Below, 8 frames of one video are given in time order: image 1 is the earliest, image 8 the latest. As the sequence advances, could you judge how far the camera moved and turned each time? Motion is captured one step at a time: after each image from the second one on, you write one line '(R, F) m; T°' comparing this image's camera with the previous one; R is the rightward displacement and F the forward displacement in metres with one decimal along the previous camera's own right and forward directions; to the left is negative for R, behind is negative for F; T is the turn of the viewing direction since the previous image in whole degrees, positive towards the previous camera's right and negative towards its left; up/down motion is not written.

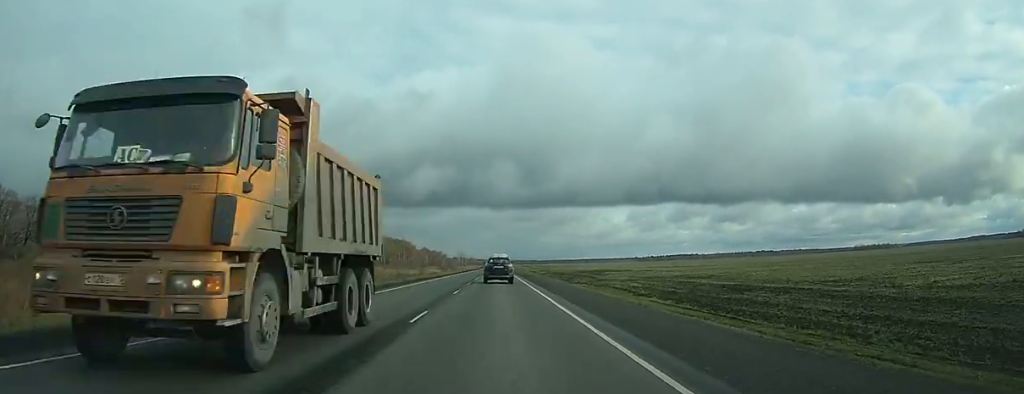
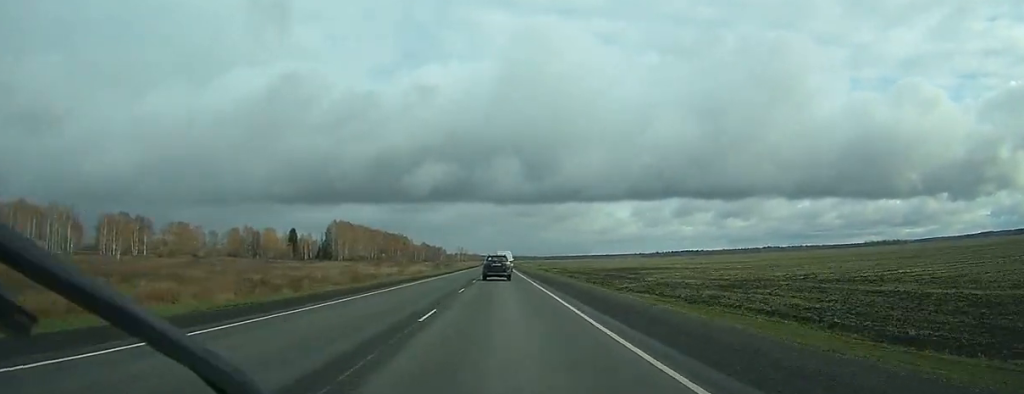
(-0.2, +35.5) m; -1°
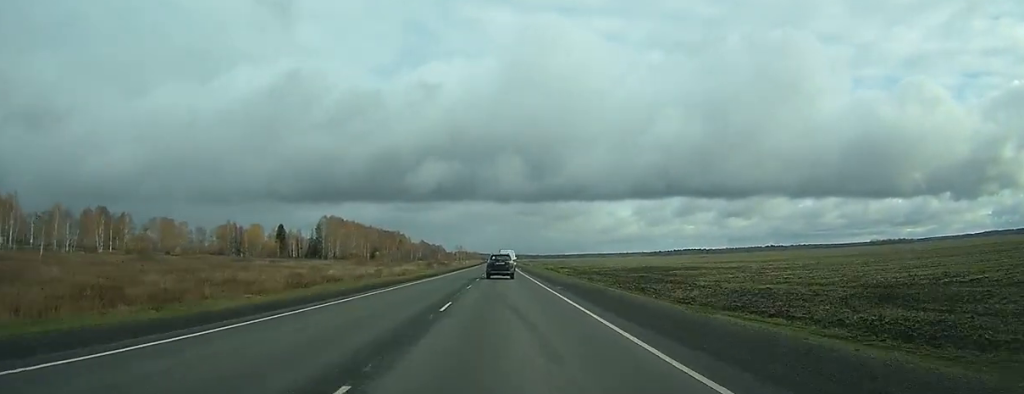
(-0.1, +22.6) m; 0°
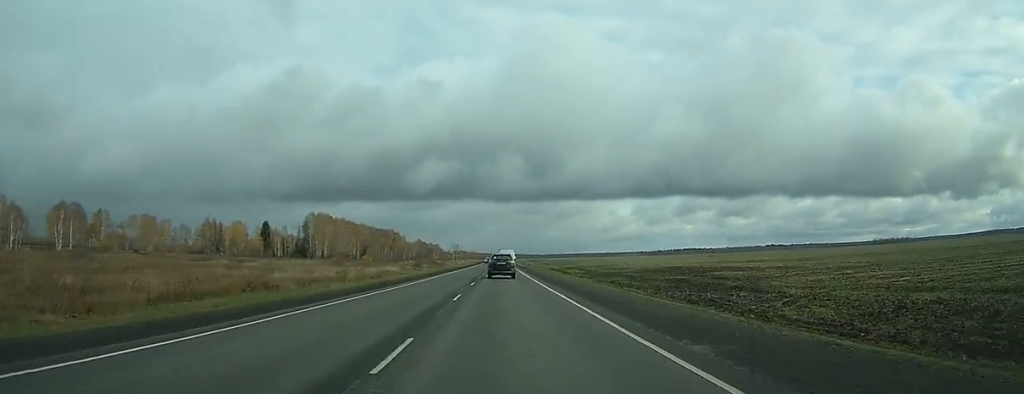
(0.0, +21.2) m; 0°
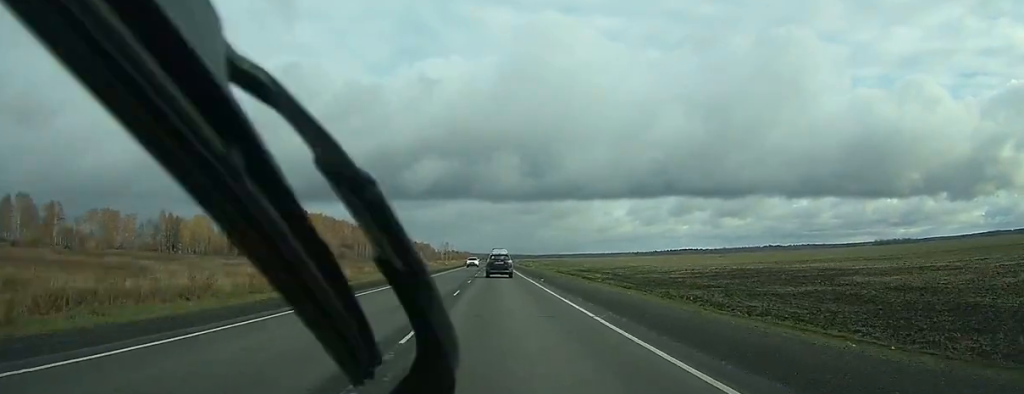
(-0.1, +34.8) m; +1°
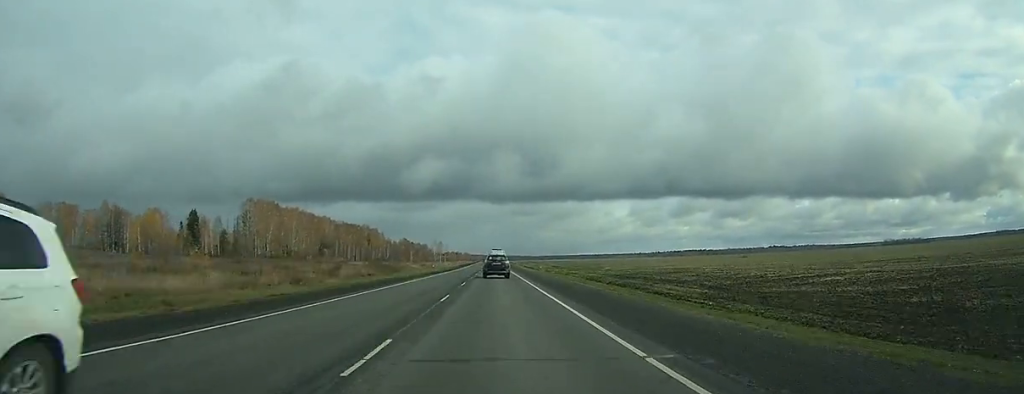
(+0.6, +38.5) m; +1°
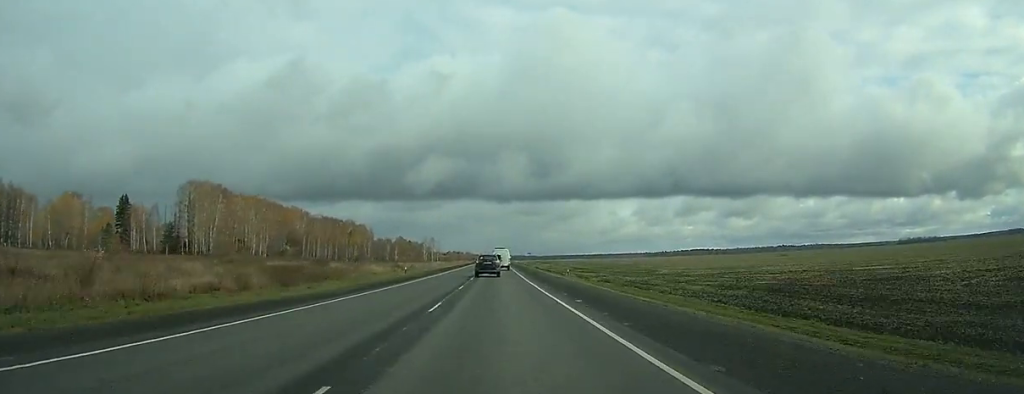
(-0.1, +49.6) m; 0°
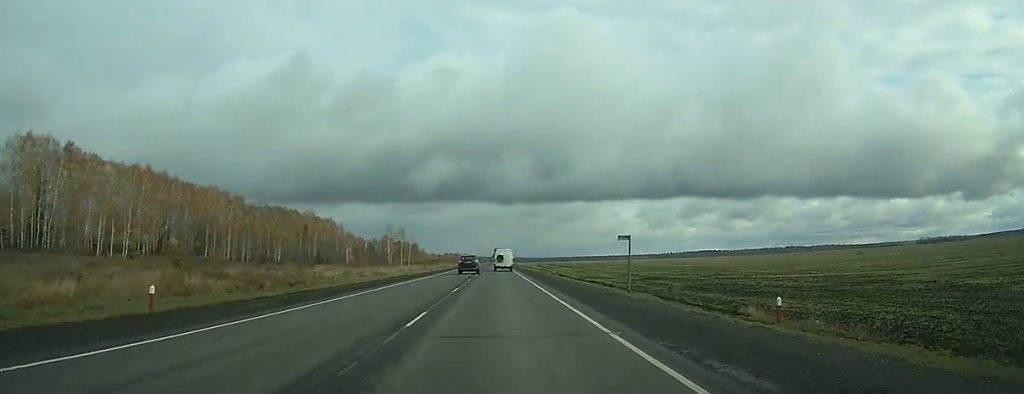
(+0.1, +75.4) m; 0°
